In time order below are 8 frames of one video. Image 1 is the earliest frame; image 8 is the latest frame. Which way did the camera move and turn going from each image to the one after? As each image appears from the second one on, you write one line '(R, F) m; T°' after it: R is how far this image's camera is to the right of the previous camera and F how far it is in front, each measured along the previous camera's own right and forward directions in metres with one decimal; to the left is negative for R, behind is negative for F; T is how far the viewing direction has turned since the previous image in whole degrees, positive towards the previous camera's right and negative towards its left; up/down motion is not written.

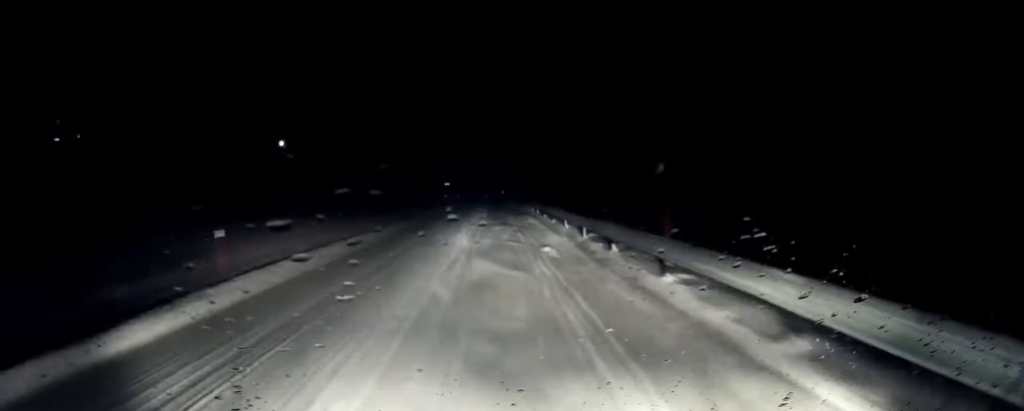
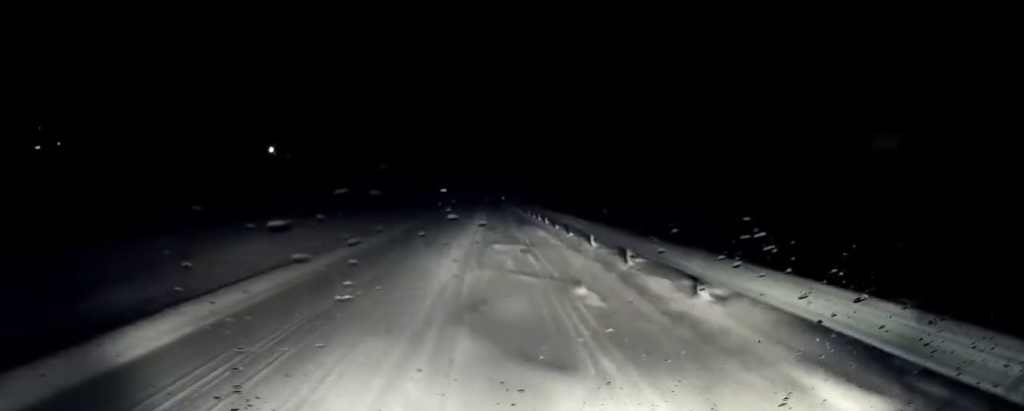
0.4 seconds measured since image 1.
(-0.1, +5.6) m; -1°
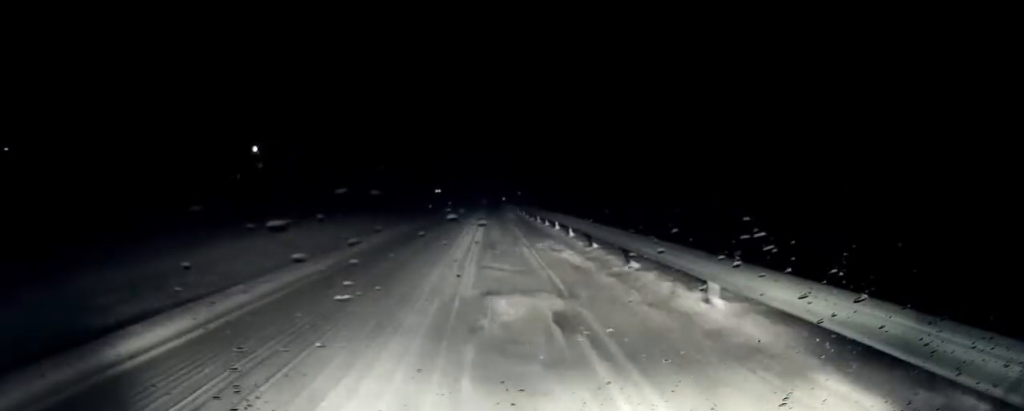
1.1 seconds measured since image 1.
(0.0, +8.6) m; +1°
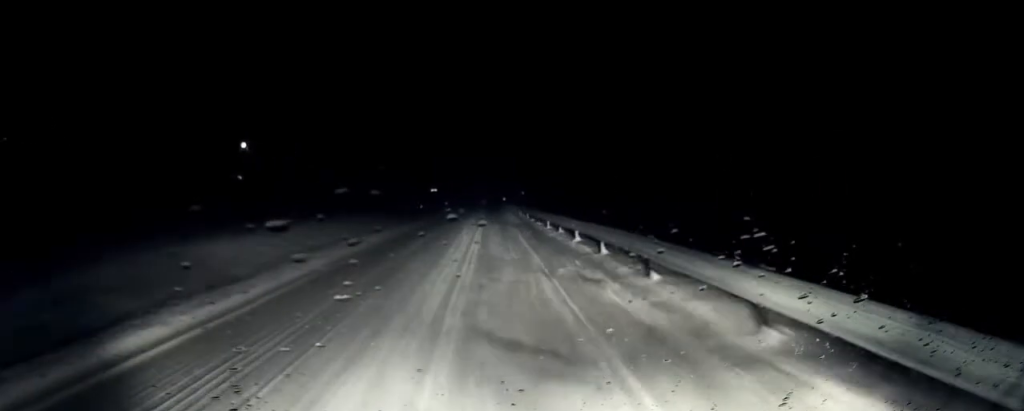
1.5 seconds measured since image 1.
(-0.1, +5.6) m; +1°
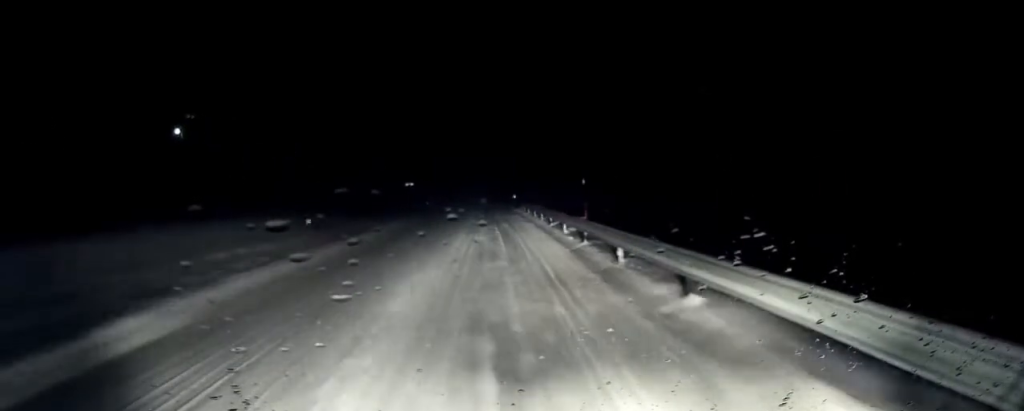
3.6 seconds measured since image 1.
(-0.1, +26.5) m; 0°
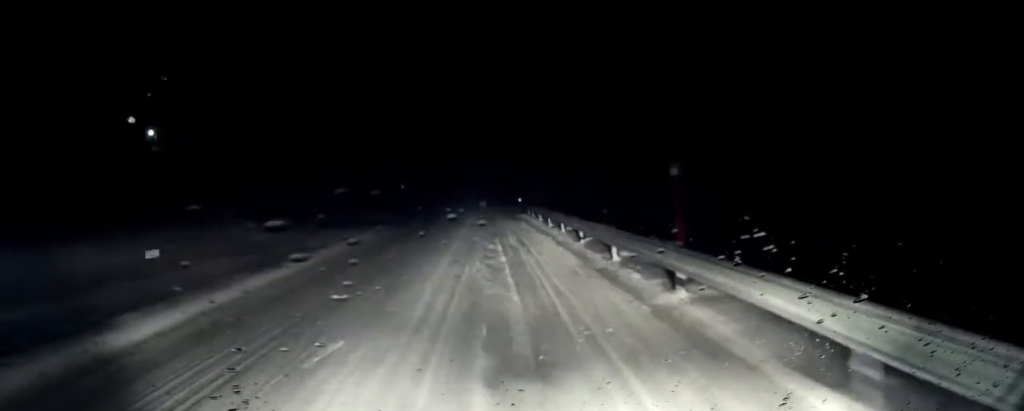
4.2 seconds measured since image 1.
(+0.3, +7.7) m; 0°
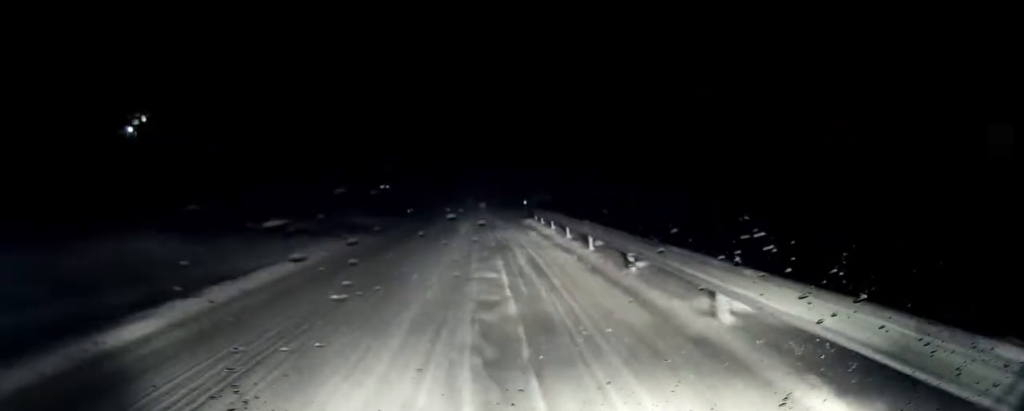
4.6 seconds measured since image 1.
(+0.1, +5.5) m; 0°
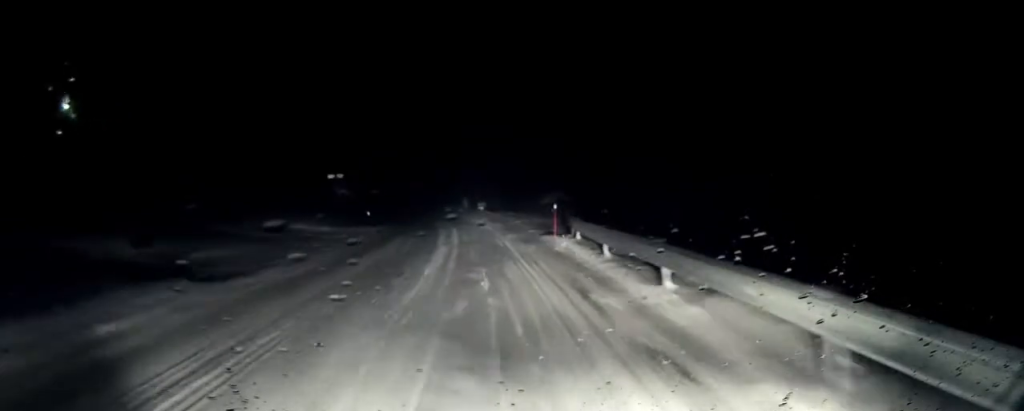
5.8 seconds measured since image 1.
(-0.5, +14.4) m; -2°
